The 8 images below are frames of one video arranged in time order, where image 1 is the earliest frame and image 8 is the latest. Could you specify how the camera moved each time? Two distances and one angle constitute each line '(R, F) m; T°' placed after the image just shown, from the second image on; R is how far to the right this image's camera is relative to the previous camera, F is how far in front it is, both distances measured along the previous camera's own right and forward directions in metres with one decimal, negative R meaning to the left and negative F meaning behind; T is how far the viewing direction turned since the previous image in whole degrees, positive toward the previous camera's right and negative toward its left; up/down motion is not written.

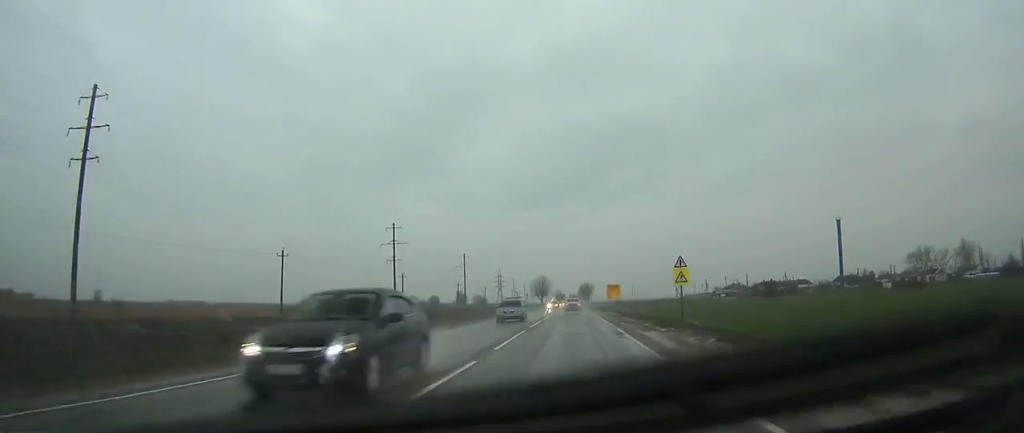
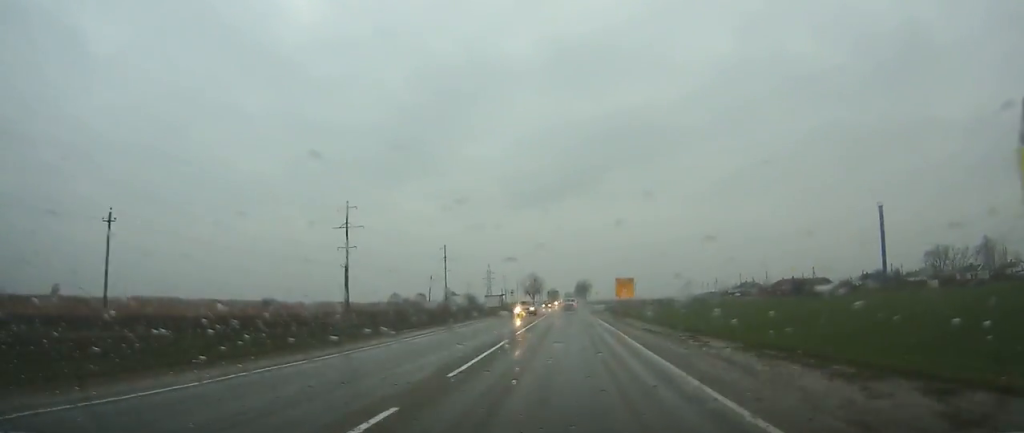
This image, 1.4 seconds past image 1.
(+0.1, +29.0) m; 0°
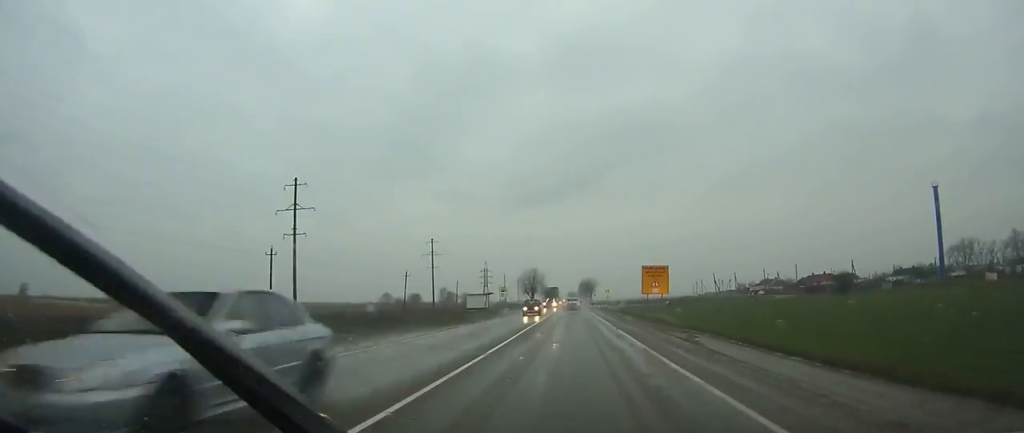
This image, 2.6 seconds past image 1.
(0.0, +24.6) m; 0°
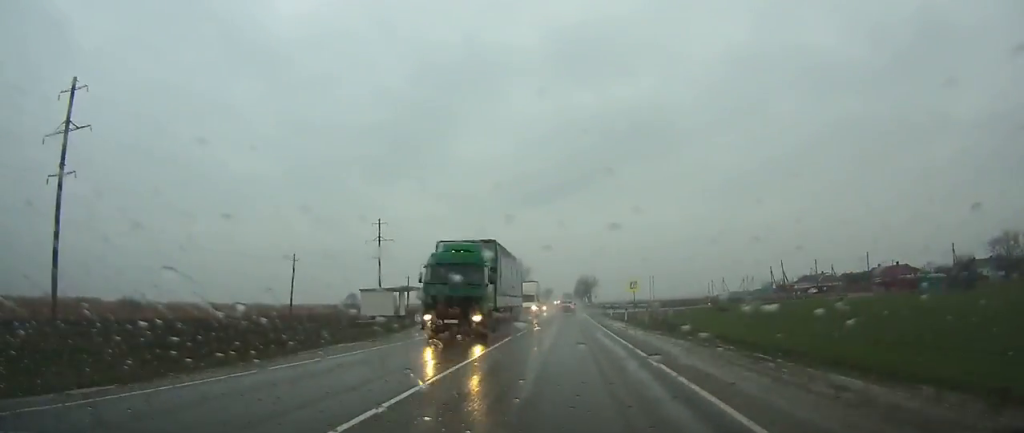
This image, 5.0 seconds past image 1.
(+0.1, +48.7) m; 0°
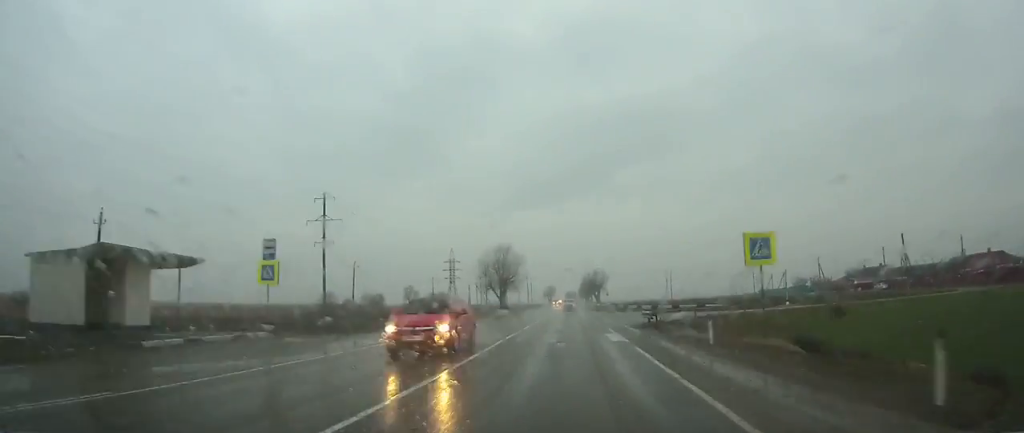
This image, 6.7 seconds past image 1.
(-0.2, +34.7) m; 0°
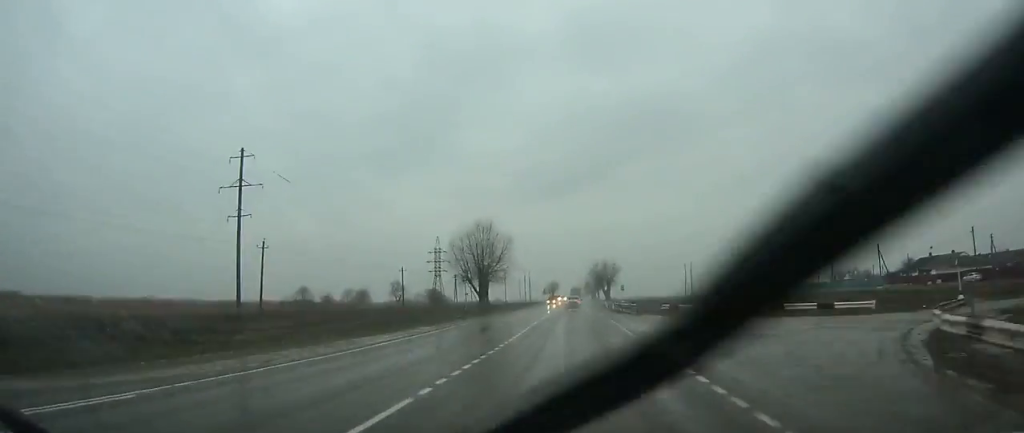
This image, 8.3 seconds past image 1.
(-0.1, +30.4) m; 0°
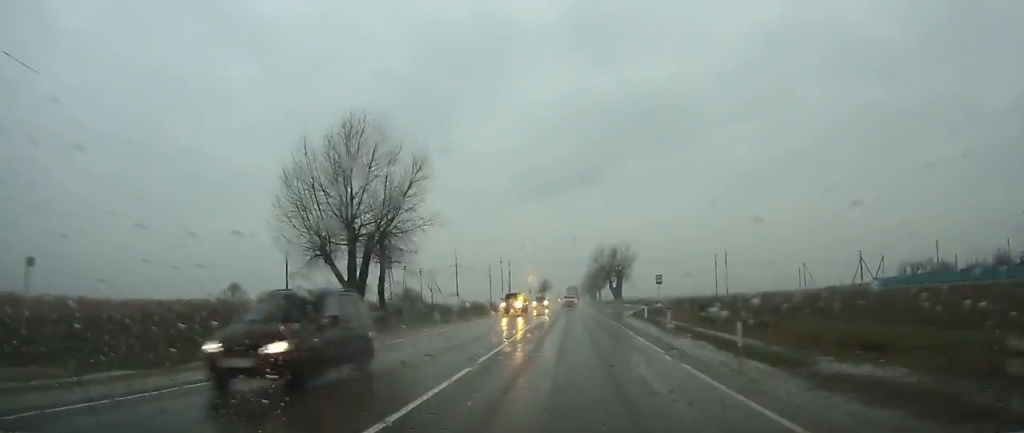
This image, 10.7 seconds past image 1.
(+0.2, +48.4) m; 0°
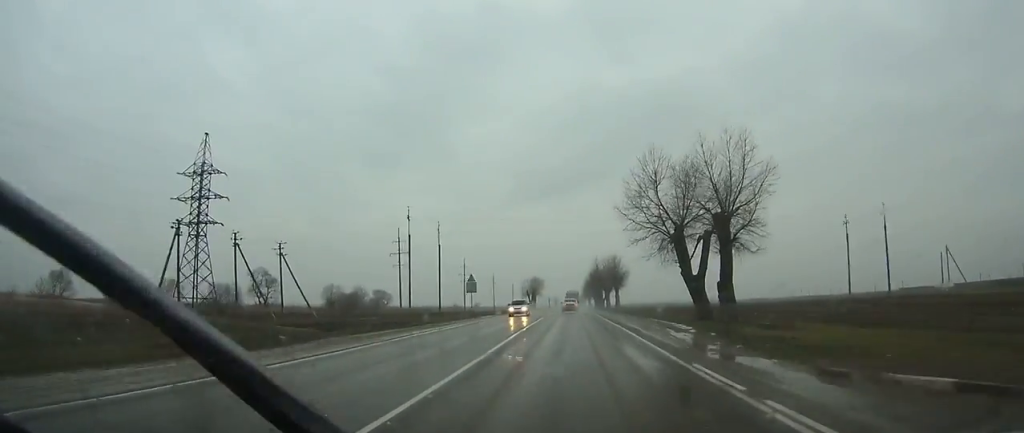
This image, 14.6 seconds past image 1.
(-0.1, +74.7) m; 0°
